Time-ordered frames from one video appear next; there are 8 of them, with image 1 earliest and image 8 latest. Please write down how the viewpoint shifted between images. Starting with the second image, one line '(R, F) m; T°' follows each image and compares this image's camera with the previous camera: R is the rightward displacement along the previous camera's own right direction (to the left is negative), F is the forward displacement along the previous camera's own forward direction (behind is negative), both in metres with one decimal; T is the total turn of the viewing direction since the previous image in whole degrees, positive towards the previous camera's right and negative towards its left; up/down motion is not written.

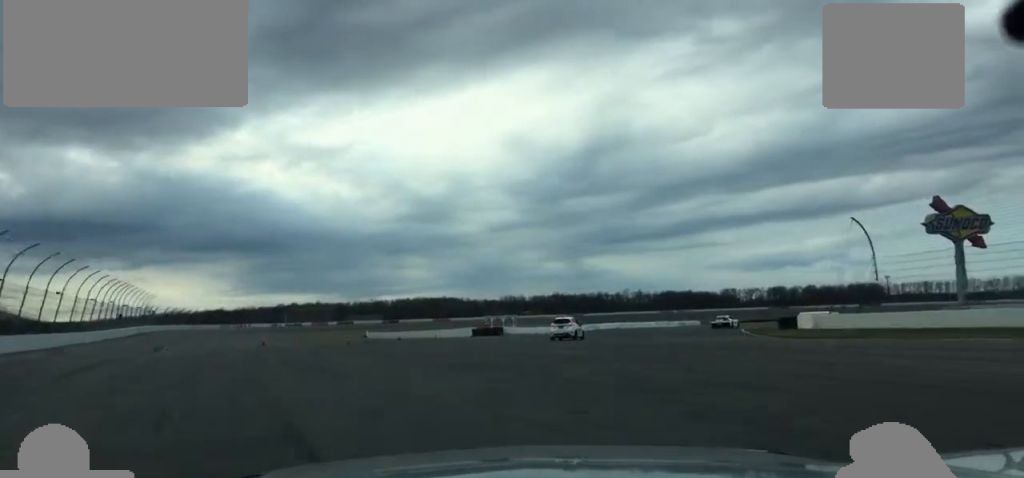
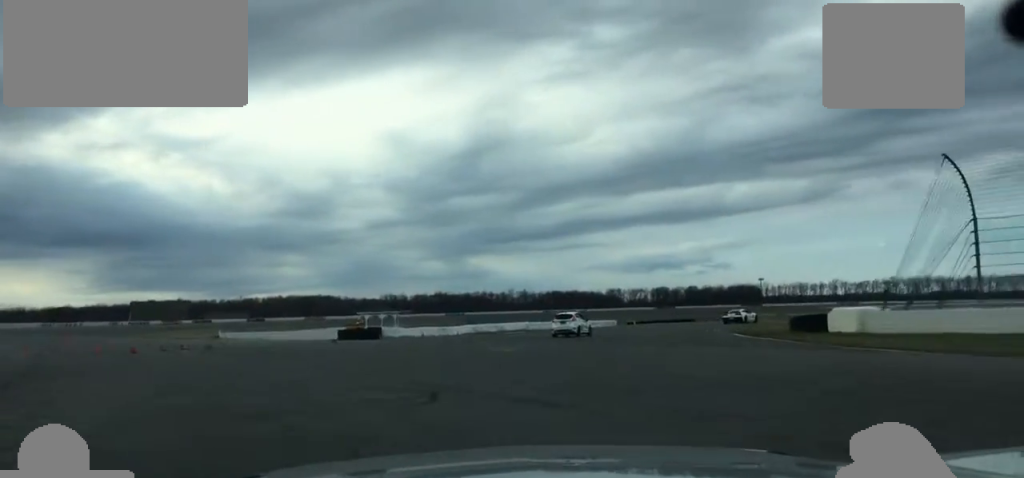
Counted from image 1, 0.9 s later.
(+1.5, +23.9) m; +8°
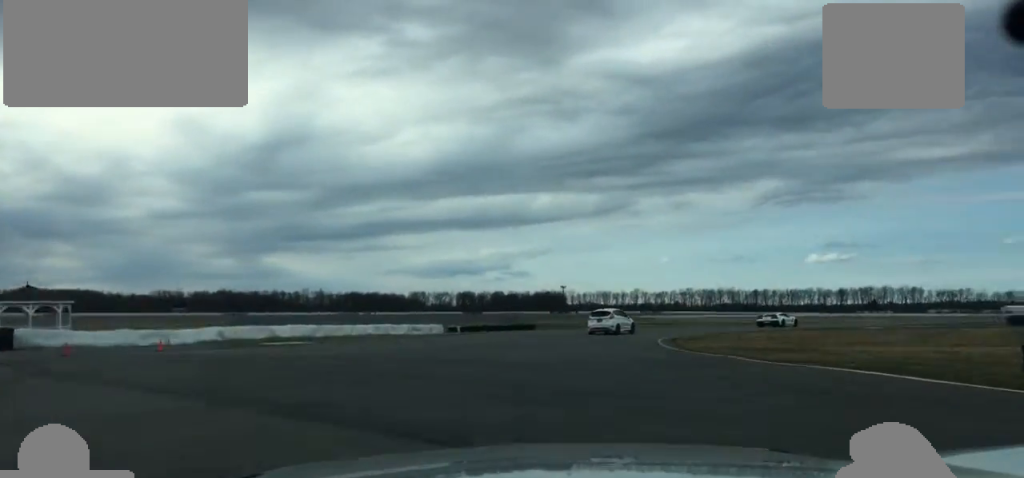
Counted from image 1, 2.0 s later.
(+3.3, +30.9) m; +13°
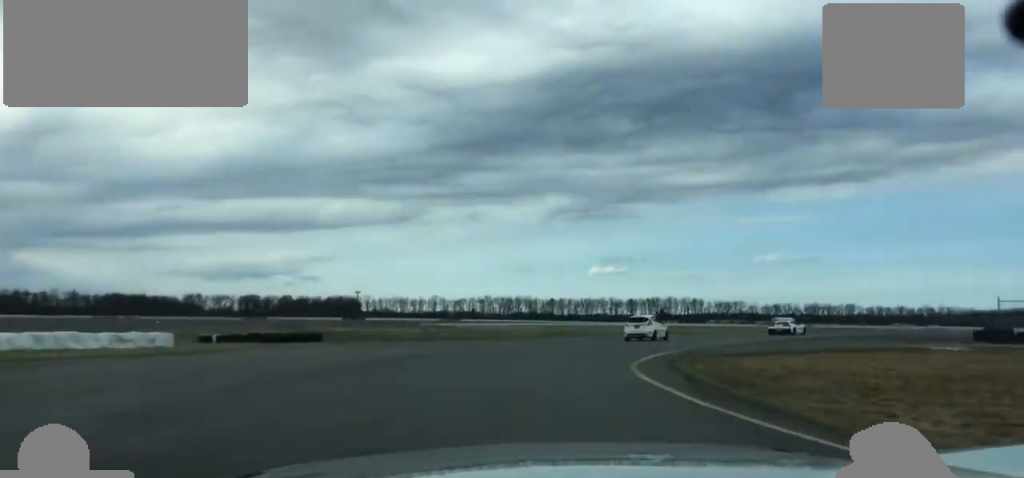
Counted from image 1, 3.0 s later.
(+2.8, +25.8) m; +11°
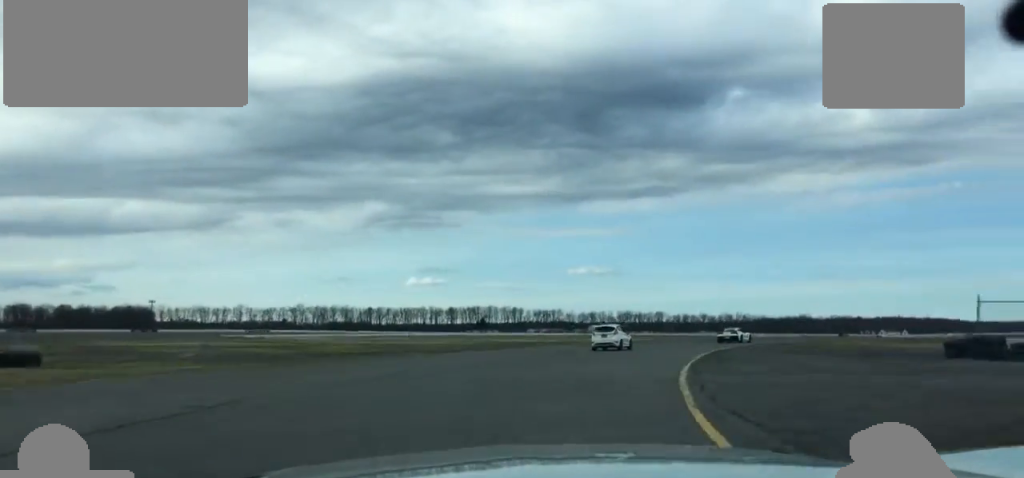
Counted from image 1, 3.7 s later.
(+1.2, +18.1) m; +10°
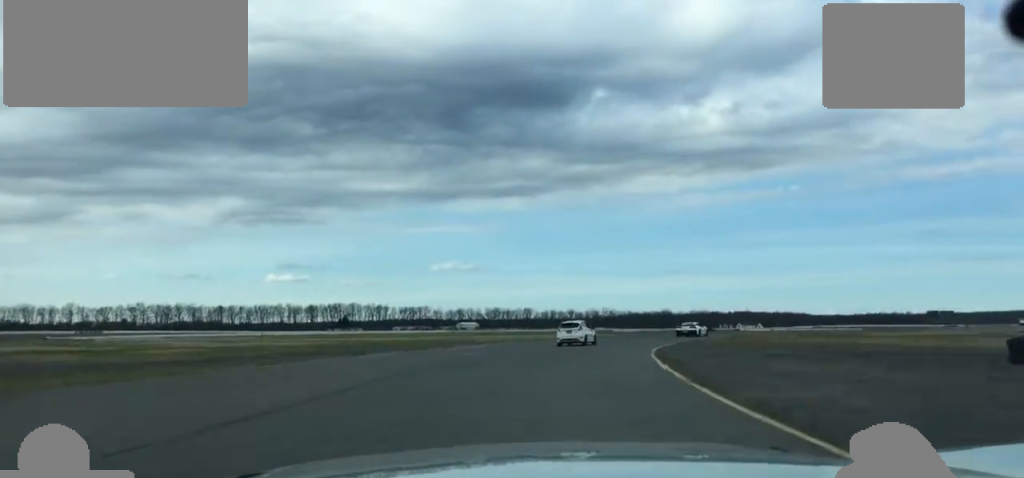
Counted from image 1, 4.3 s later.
(-0.2, +14.7) m; +10°
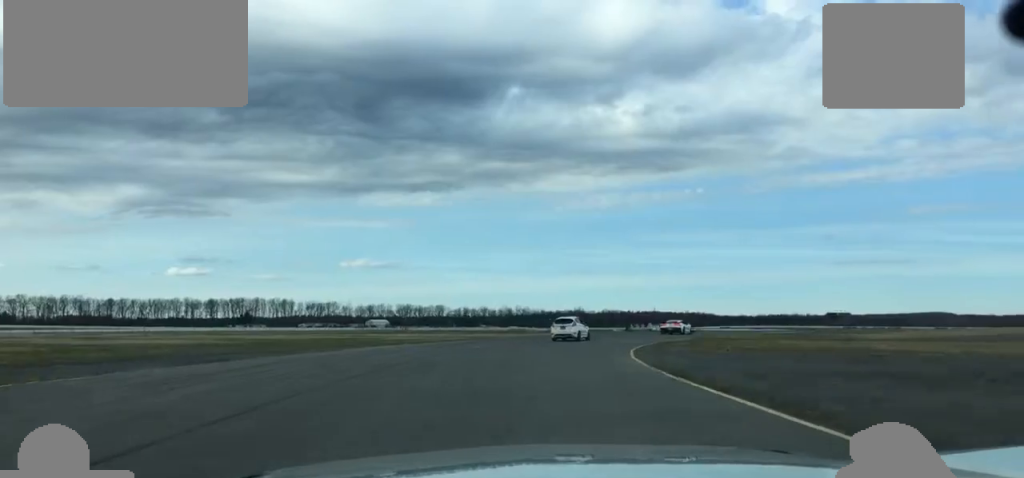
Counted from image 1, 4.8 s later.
(+1.9, +12.8) m; +7°
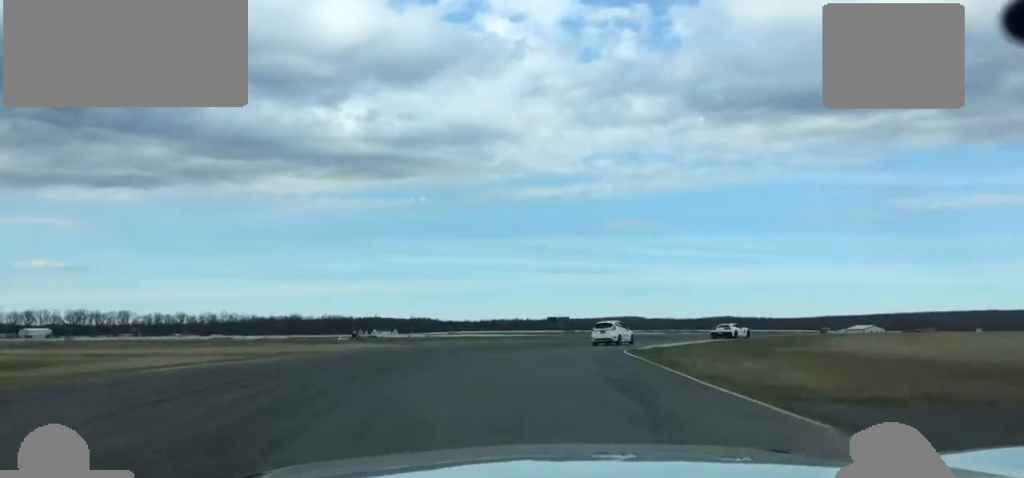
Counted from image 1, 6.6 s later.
(+8.4, +47.6) m; +21°
